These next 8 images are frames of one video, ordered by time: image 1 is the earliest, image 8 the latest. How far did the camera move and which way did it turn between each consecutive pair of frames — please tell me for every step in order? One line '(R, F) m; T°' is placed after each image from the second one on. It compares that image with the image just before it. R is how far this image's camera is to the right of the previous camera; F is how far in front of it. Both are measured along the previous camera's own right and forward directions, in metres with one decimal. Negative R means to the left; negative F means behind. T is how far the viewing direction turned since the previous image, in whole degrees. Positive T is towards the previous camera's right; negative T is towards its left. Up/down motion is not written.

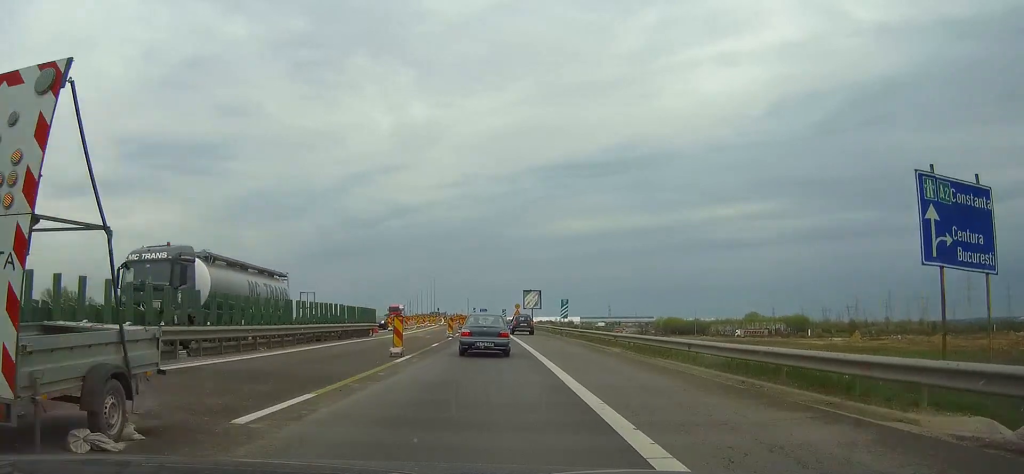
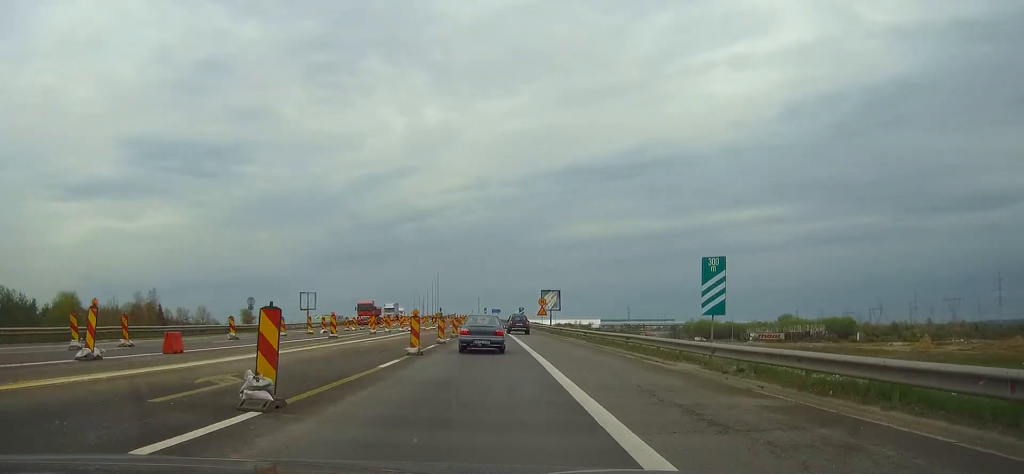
(-0.5, +37.1) m; -1°
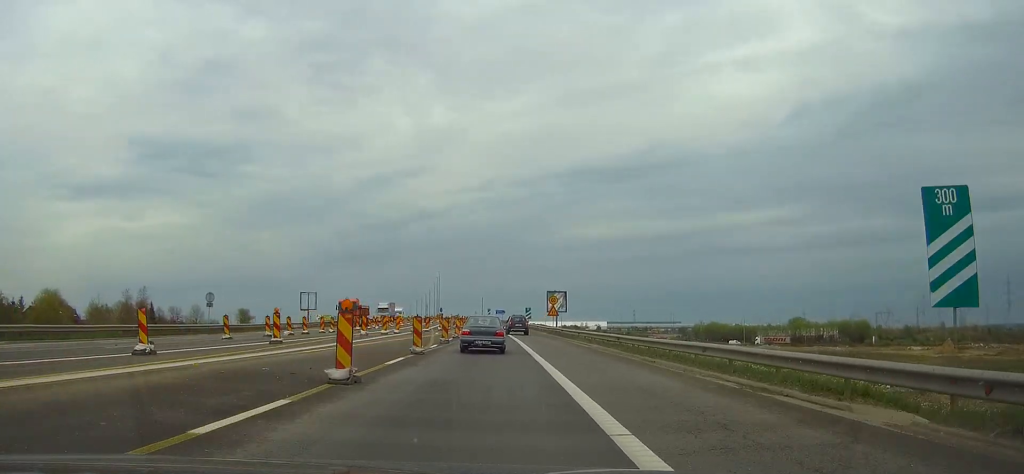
(0.0, +10.5) m; 0°
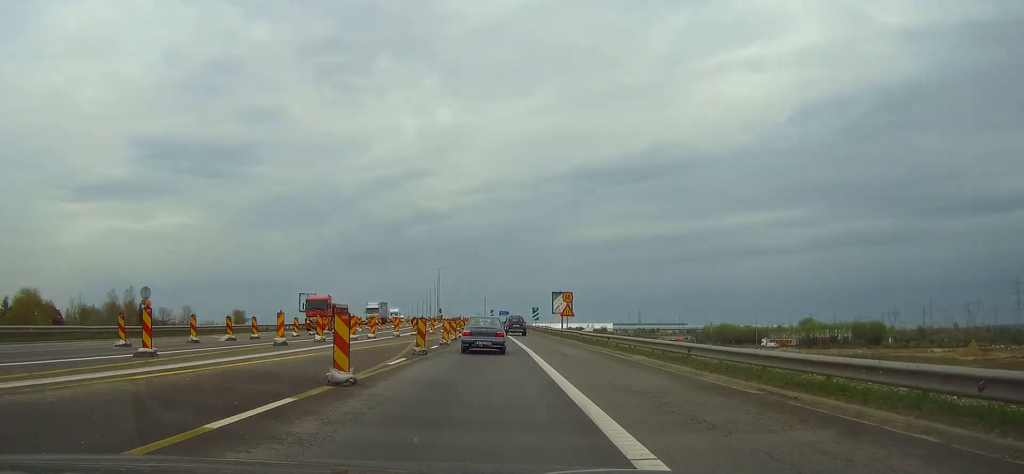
(-0.1, +11.2) m; 0°
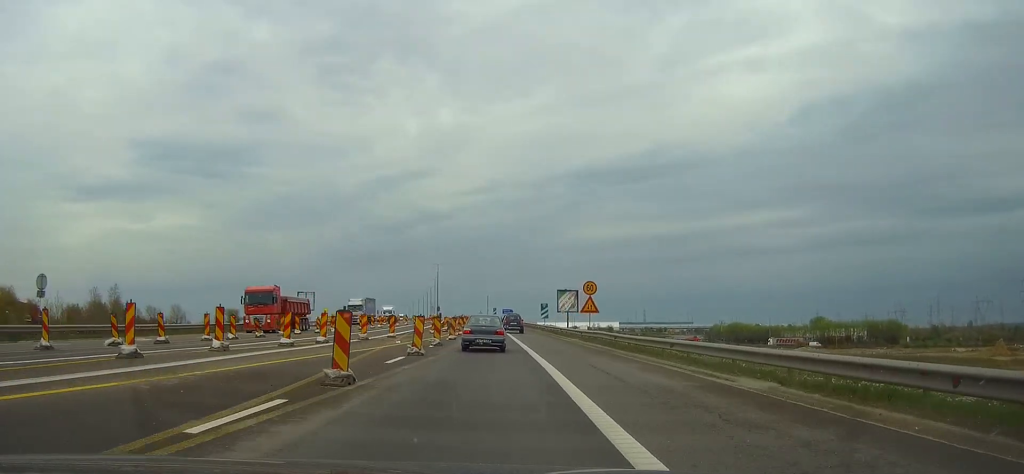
(-0.1, +12.0) m; 0°
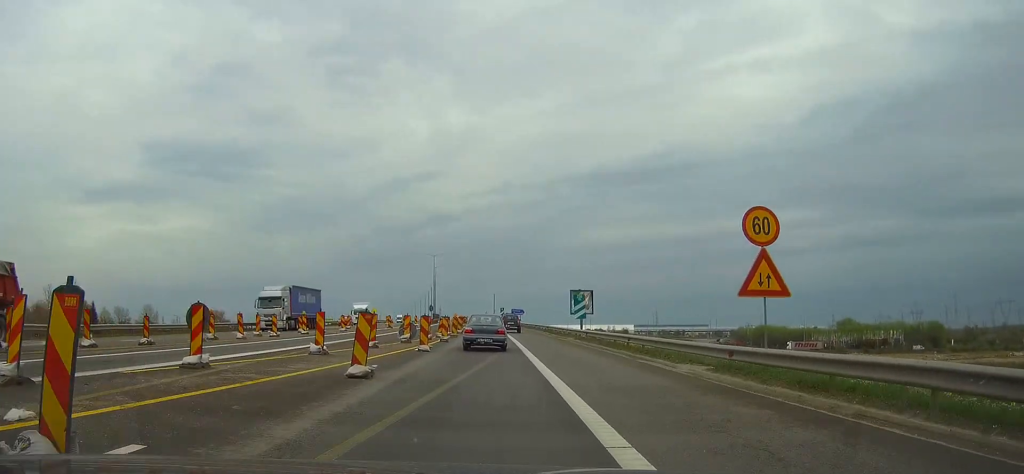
(0.0, +27.1) m; 0°
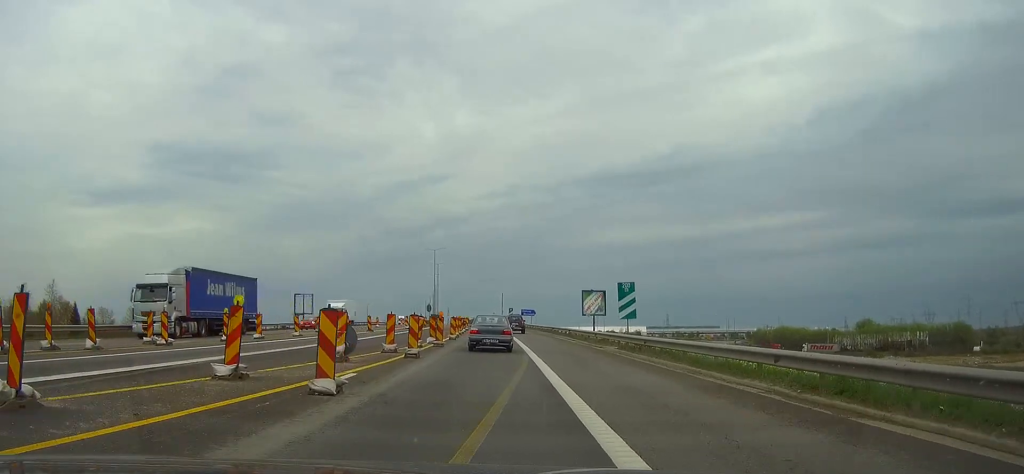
(0.0, +14.3) m; -1°
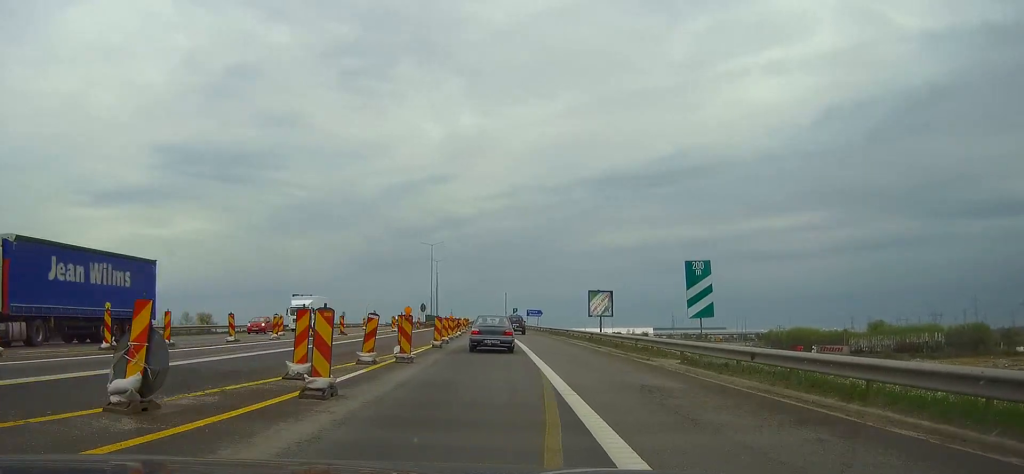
(-0.1, +10.5) m; -1°
